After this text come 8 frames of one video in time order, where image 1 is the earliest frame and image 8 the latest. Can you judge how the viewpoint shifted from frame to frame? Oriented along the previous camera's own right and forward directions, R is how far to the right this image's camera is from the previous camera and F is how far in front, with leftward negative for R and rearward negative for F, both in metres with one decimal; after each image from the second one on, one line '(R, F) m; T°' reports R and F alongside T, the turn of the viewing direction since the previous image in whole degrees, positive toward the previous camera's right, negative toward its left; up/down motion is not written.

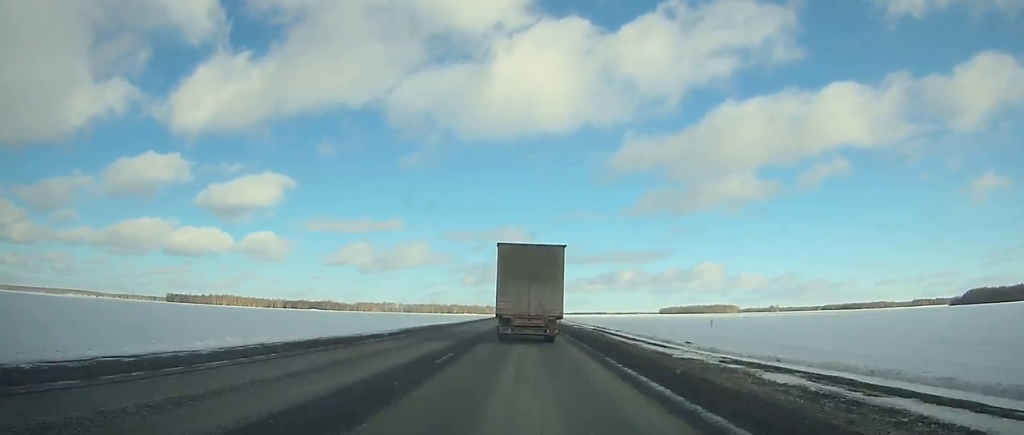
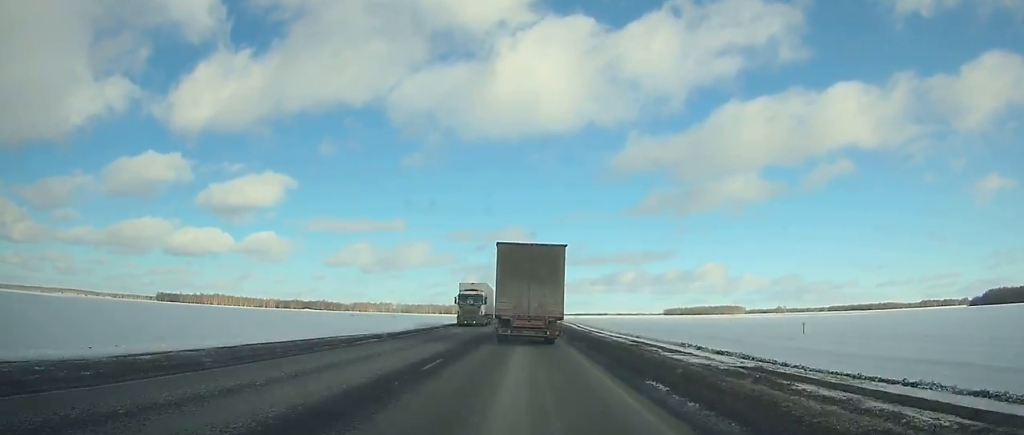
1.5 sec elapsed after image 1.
(-0.1, +39.1) m; 0°
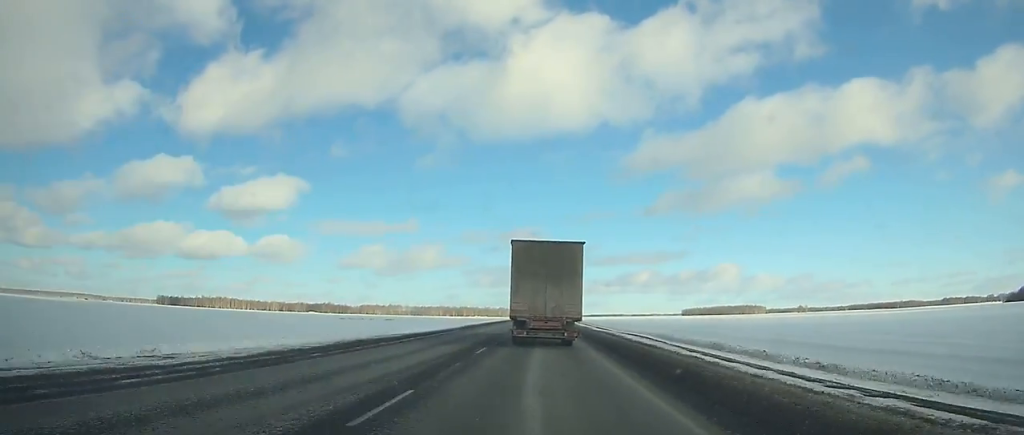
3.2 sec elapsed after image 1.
(-0.3, +44.0) m; 0°
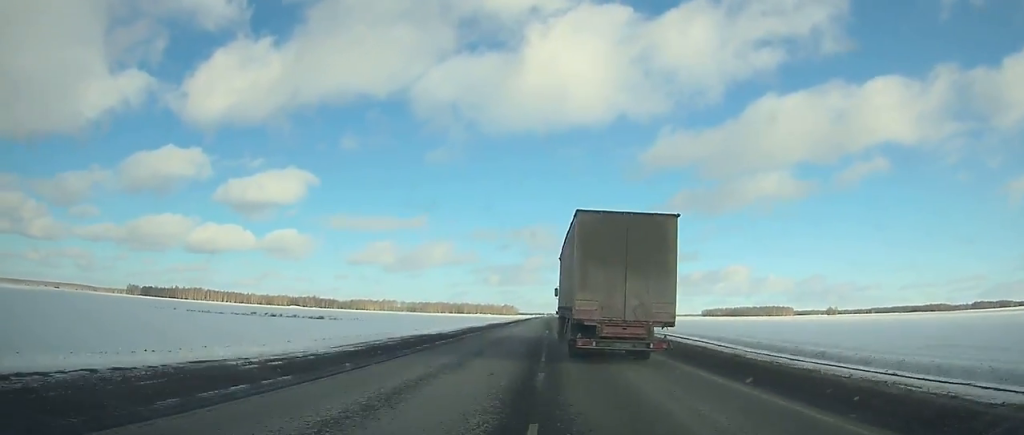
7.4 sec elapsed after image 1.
(-0.5, +110.9) m; 0°
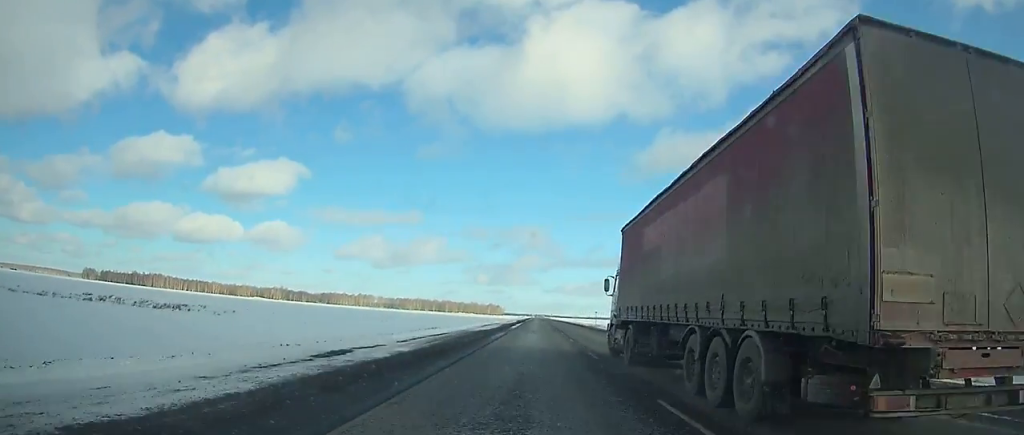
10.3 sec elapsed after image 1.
(-0.1, +82.4) m; 0°
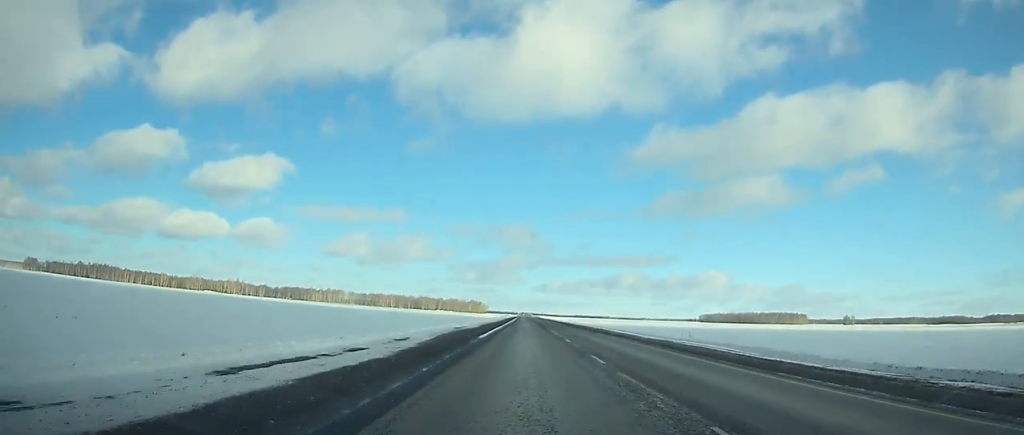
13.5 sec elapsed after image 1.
(+0.8, +100.3) m; +1°
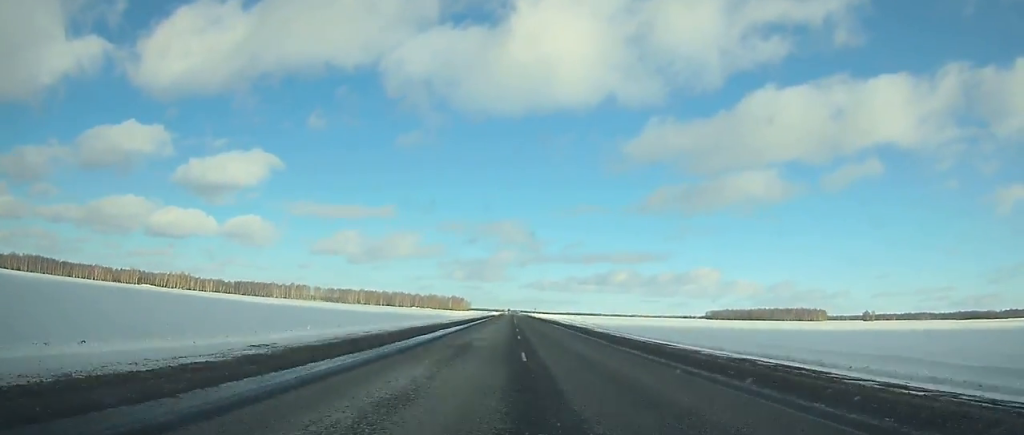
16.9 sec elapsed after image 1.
(+1.0, +109.7) m; +1°
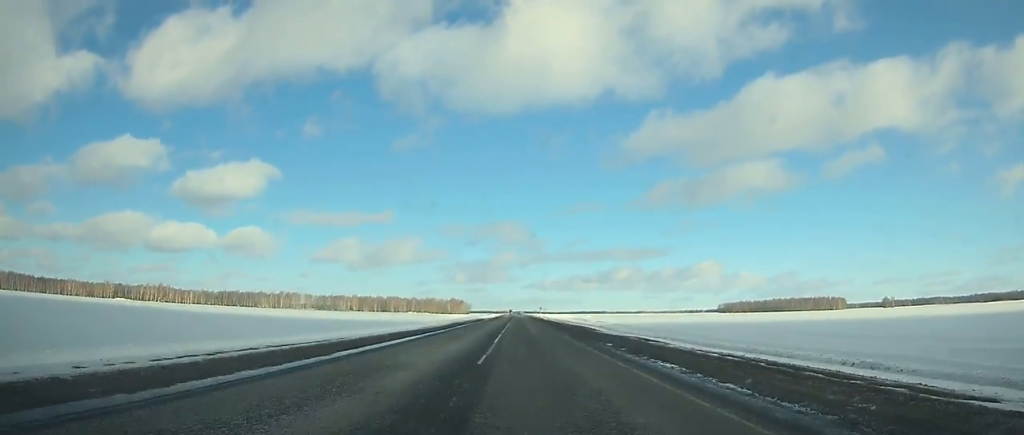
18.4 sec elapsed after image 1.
(+0.3, +48.4) m; 0°
